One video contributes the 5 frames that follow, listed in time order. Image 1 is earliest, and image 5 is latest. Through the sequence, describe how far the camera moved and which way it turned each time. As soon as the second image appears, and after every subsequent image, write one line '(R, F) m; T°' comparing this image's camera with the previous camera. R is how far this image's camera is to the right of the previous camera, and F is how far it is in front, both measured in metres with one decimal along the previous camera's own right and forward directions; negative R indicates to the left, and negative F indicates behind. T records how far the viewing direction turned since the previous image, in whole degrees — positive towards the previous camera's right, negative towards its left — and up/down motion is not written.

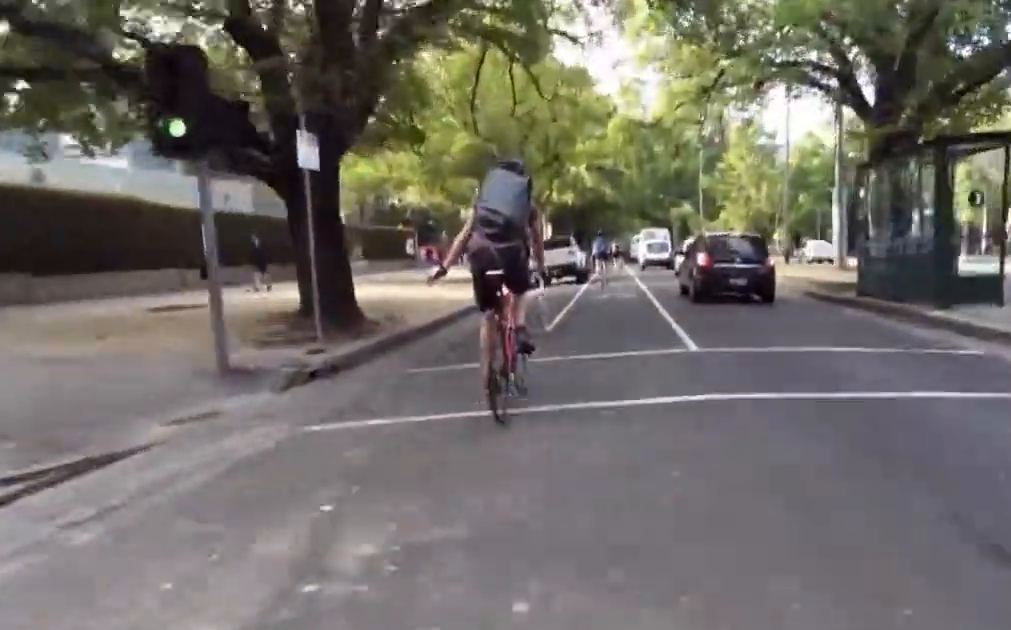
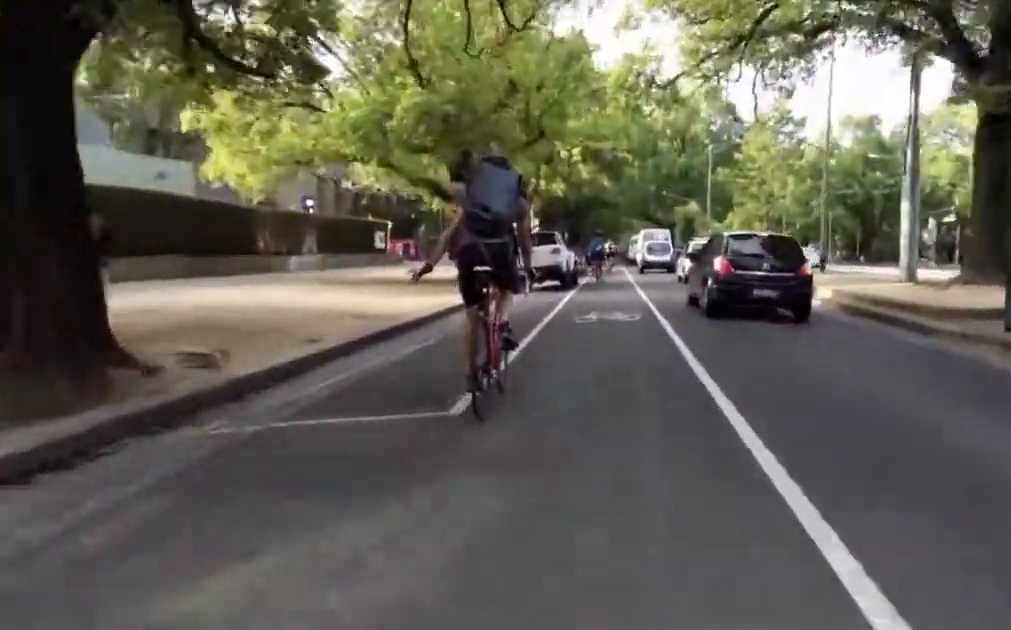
(-0.6, +6.4) m; 0°
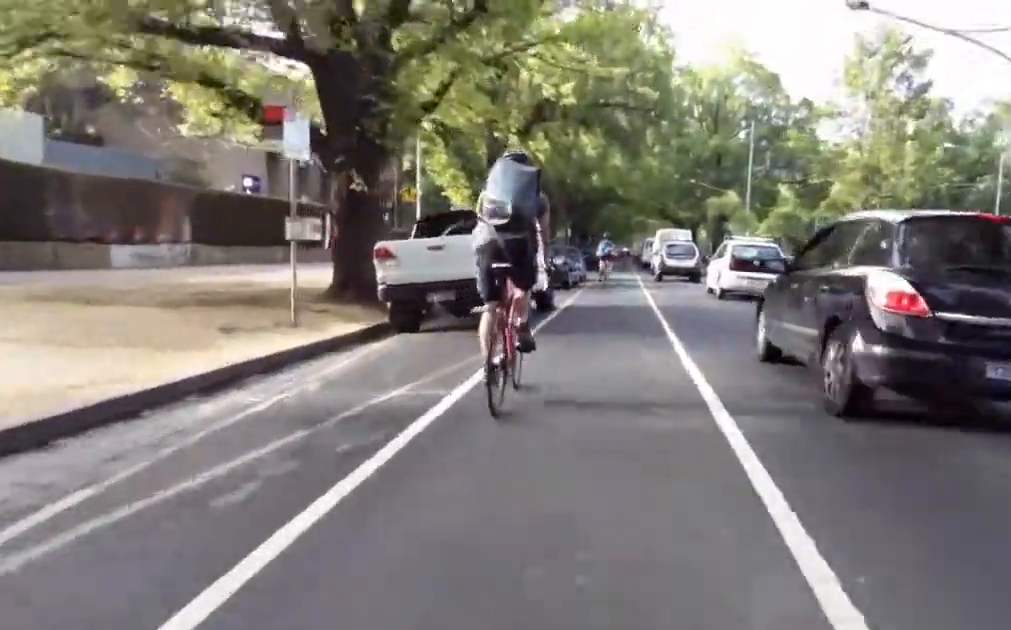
(+0.5, +12.9) m; -1°
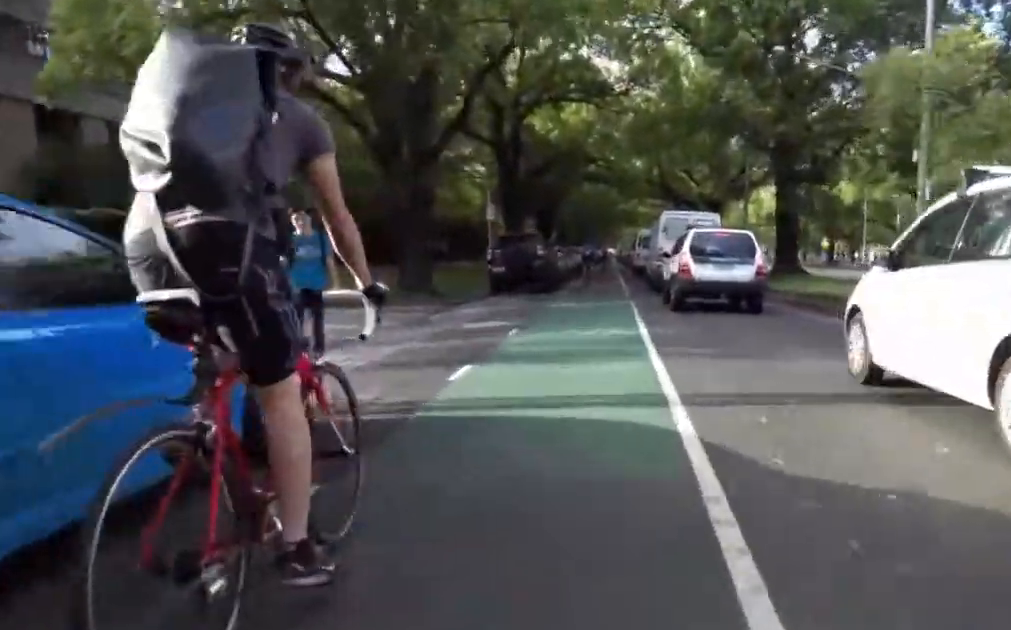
(-1.7, +29.6) m; -3°
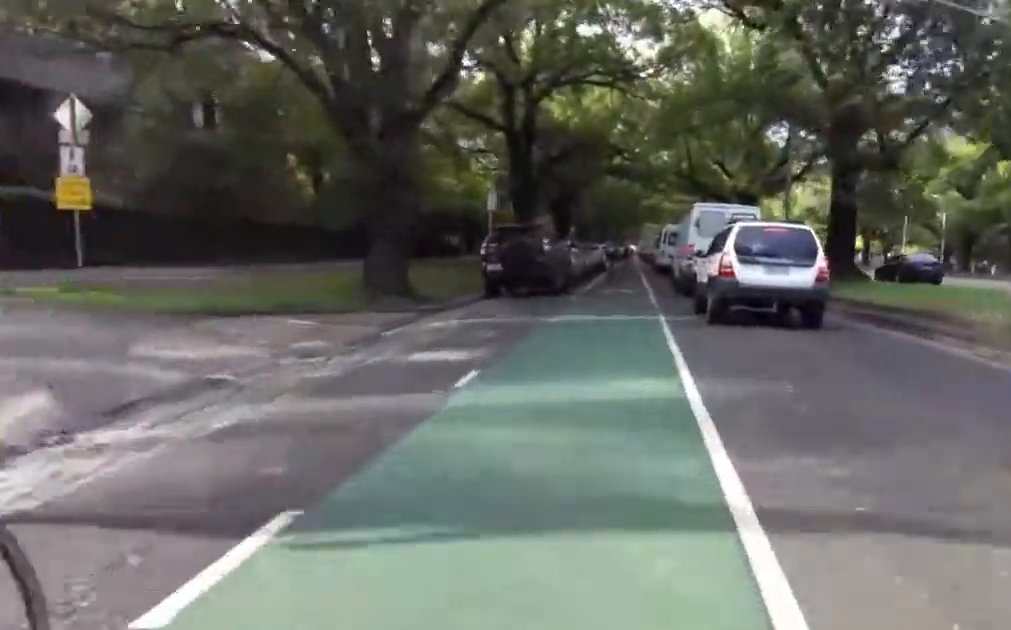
(+0.1, +4.8) m; -1°
